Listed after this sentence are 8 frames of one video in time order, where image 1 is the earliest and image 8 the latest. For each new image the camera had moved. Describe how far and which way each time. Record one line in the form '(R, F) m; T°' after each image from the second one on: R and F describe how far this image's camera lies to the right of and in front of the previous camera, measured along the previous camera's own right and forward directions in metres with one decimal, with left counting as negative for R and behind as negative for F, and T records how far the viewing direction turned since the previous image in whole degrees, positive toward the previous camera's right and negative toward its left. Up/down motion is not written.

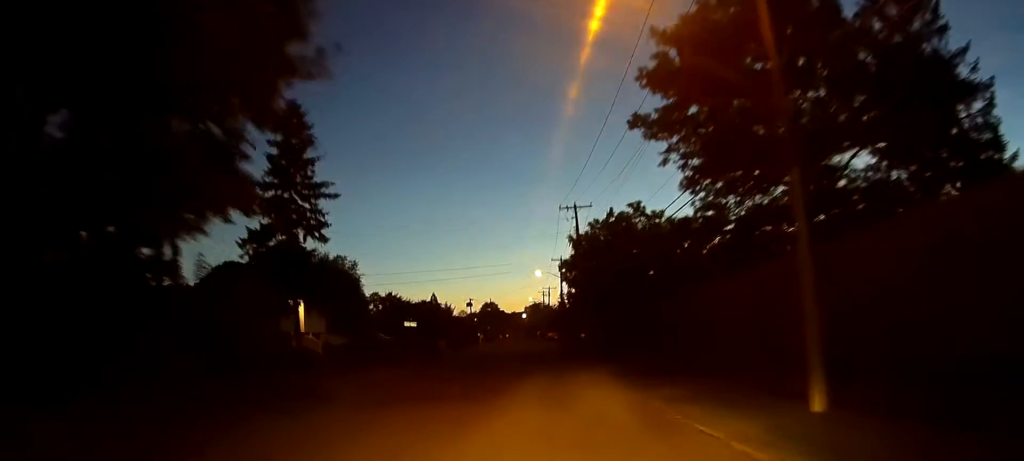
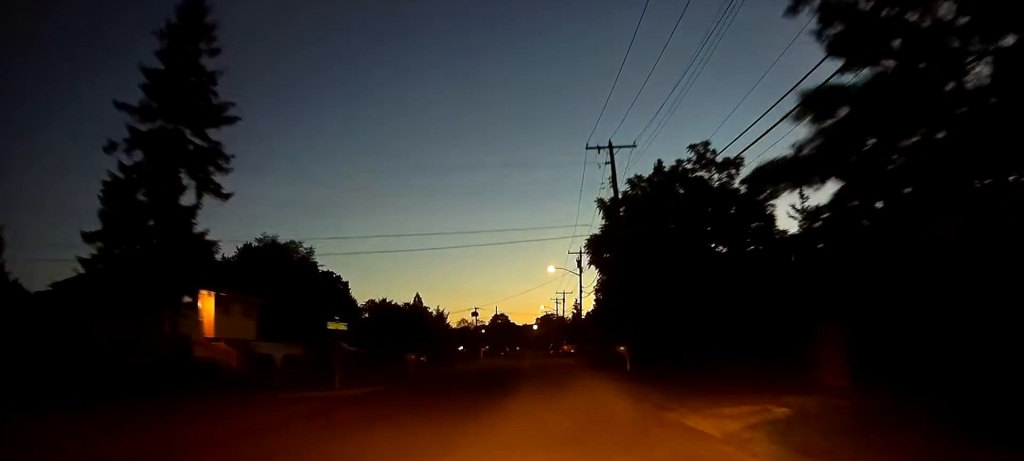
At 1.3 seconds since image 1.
(0.0, +18.4) m; 0°
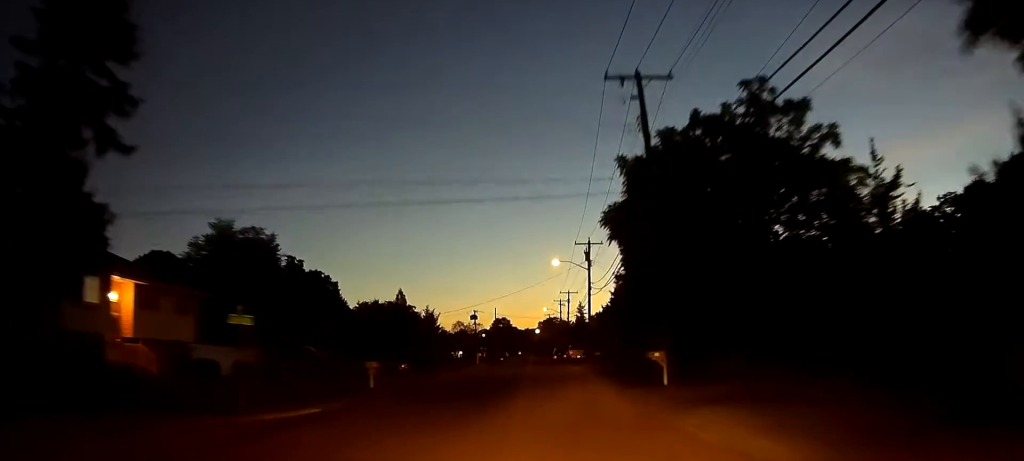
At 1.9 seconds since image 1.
(0.0, +9.2) m; 0°
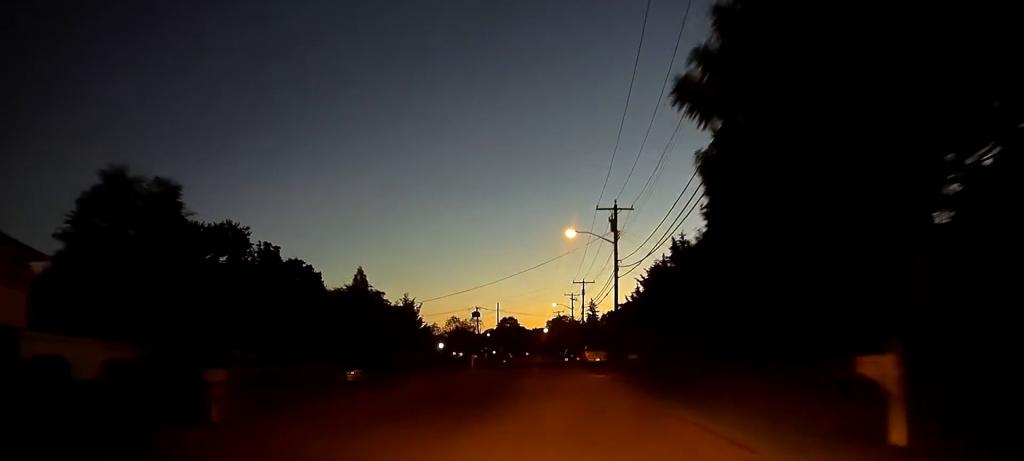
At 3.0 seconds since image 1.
(-0.2, +15.4) m; -1°
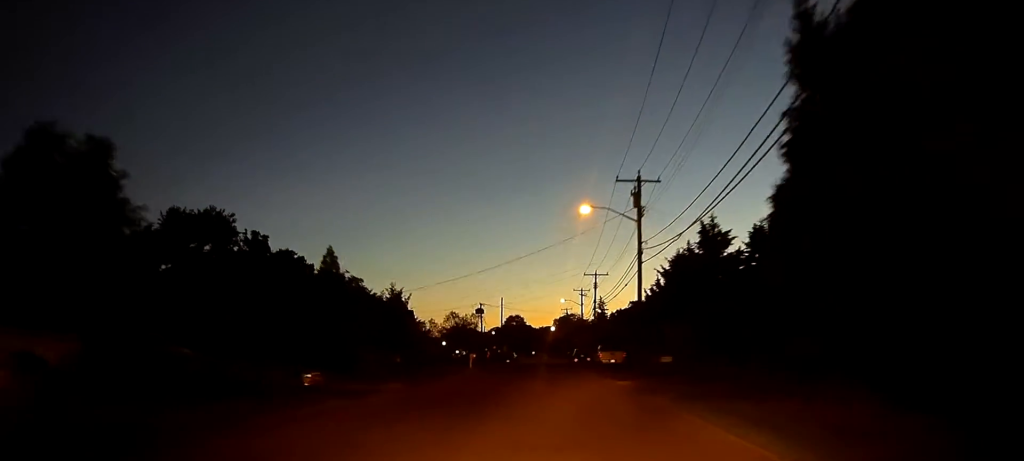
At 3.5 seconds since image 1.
(-0.1, +7.6) m; 0°
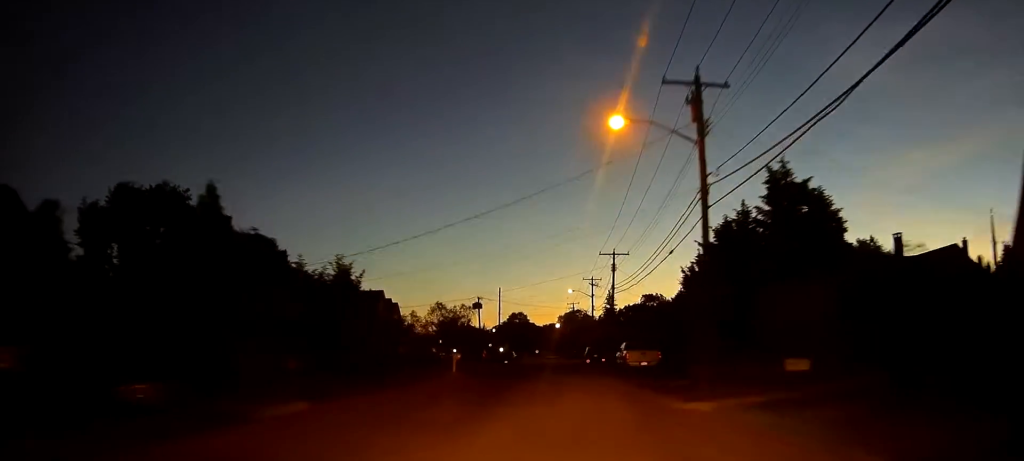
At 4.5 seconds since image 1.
(0.0, +14.1) m; 0°
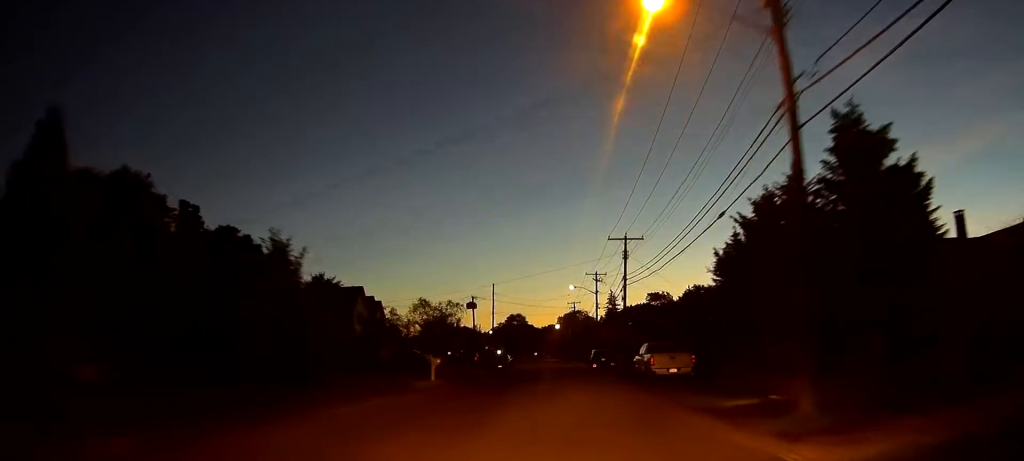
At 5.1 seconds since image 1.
(-0.1, +8.8) m; 0°
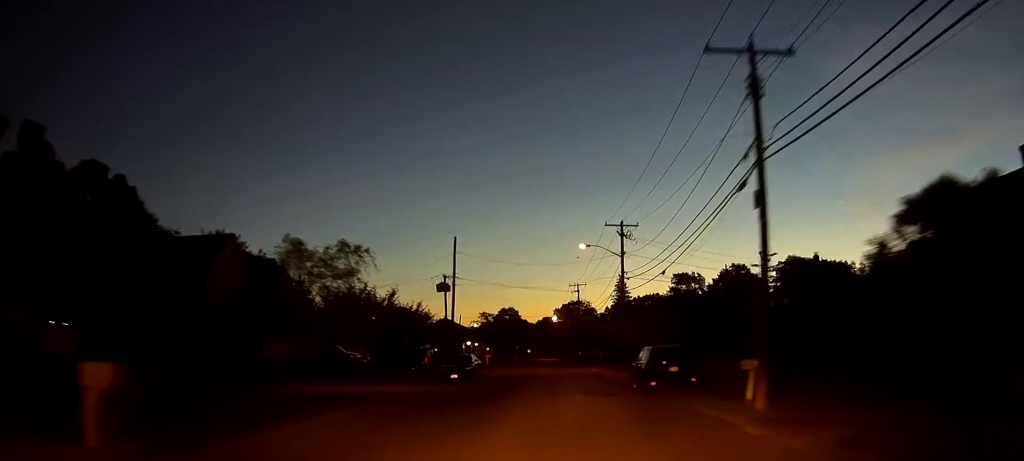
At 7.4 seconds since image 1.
(+0.1, +30.5) m; 0°
